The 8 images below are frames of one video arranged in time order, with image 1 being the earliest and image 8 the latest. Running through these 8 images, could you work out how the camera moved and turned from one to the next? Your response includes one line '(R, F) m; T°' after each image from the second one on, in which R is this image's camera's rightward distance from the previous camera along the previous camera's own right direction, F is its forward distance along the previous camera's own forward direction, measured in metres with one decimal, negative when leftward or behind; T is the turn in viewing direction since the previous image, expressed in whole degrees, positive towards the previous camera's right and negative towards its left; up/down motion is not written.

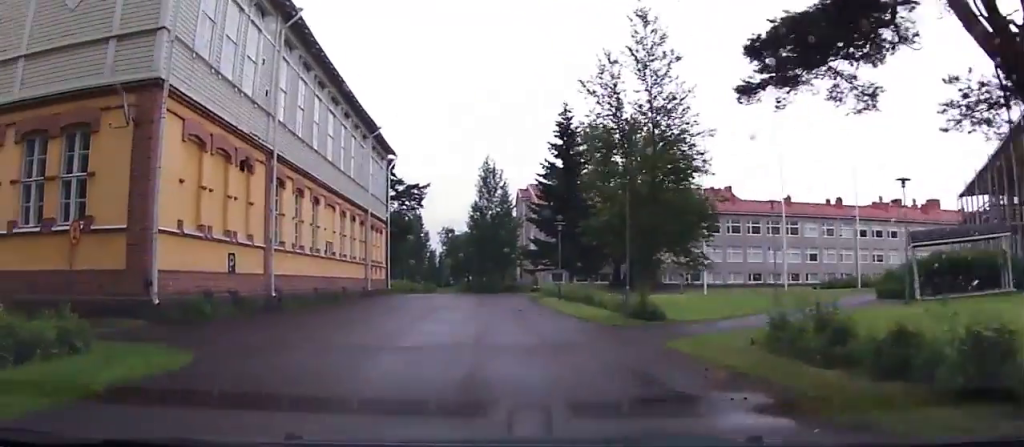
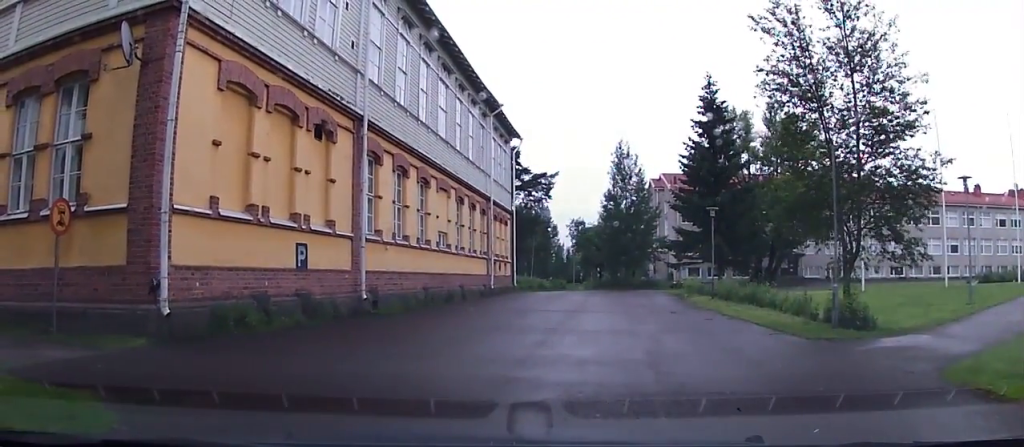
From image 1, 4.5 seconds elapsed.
(+0.4, +8.9) m; -2°
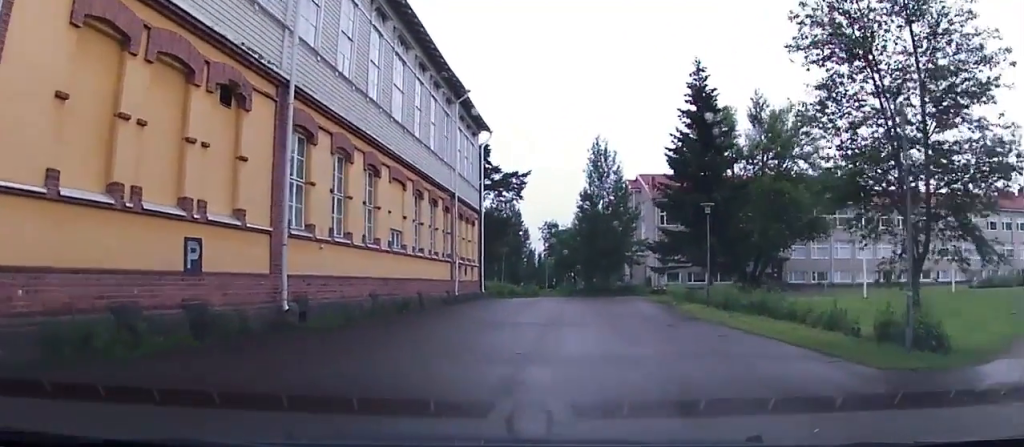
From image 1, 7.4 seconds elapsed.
(-0.3, +5.3) m; -4°
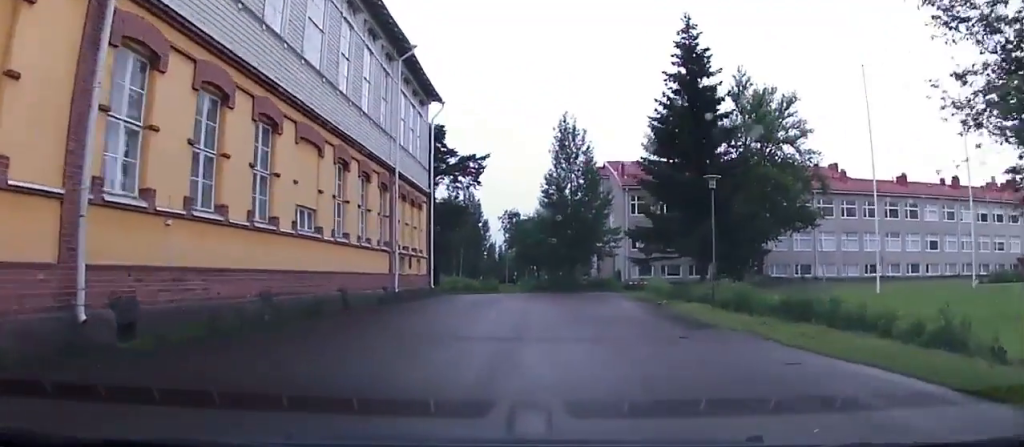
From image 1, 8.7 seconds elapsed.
(0.0, +3.1) m; -1°
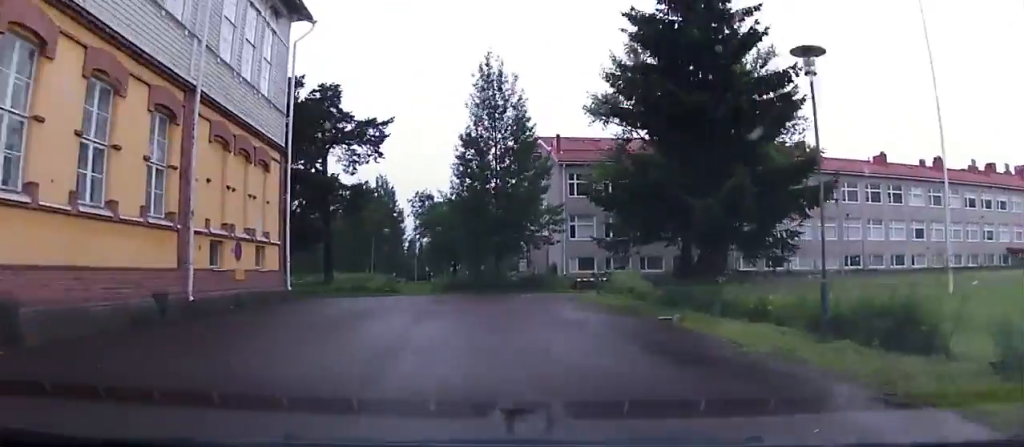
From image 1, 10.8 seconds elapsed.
(-0.1, +7.6) m; +1°
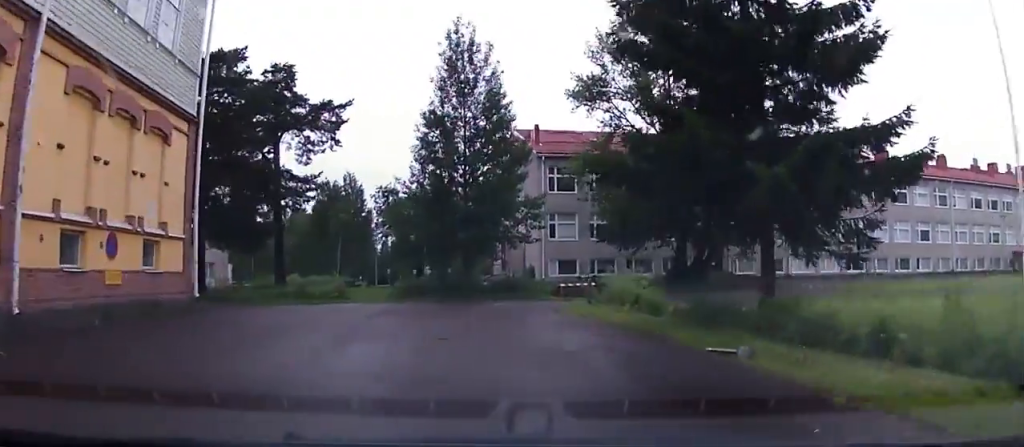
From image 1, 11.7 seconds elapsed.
(0.0, +4.3) m; +1°
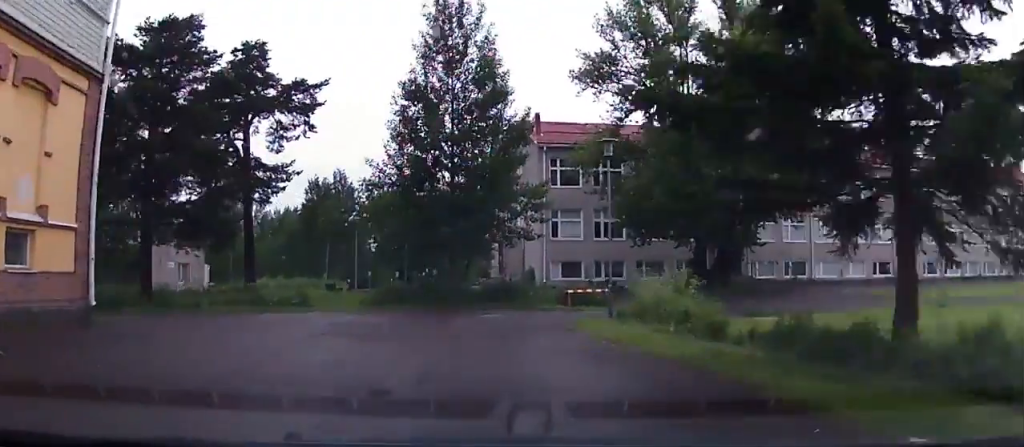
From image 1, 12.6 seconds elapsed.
(+0.1, +5.2) m; +1°
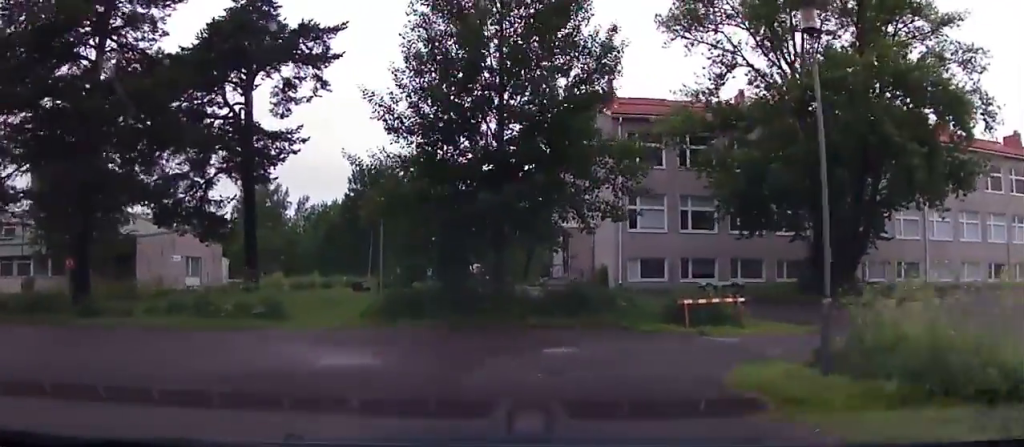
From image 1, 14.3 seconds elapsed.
(+0.2, +9.5) m; 0°
